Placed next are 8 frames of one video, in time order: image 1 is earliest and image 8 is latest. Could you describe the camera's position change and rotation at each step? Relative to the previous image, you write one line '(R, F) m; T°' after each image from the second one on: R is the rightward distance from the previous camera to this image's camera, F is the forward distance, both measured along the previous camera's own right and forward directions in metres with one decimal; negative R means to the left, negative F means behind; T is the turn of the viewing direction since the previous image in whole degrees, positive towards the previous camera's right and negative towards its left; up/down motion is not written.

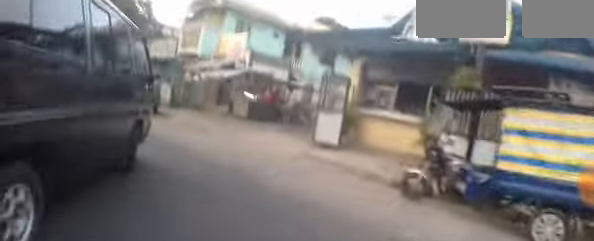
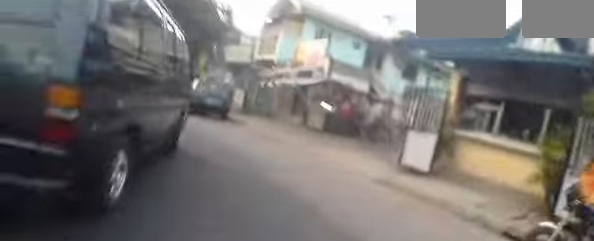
(0.0, +1.7) m; -2°
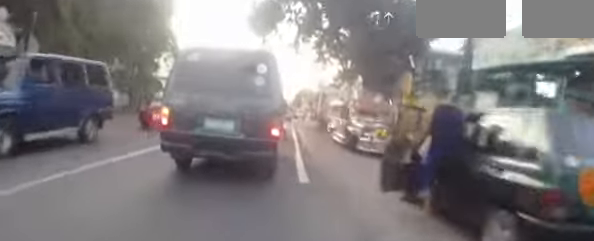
(-3.6, +13.4) m; -24°
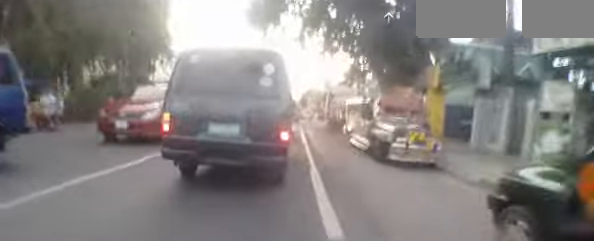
(-0.1, +2.3) m; -2°
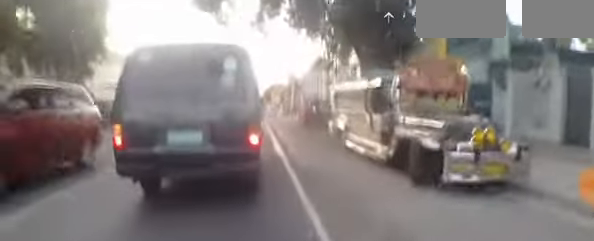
(-0.2, +3.4) m; -1°
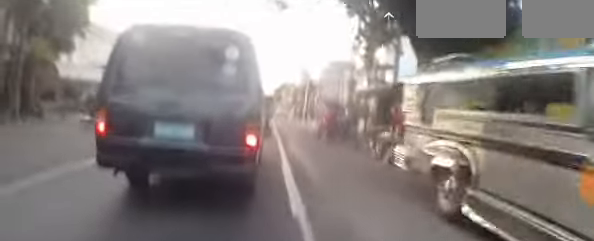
(+0.2, +4.7) m; +3°
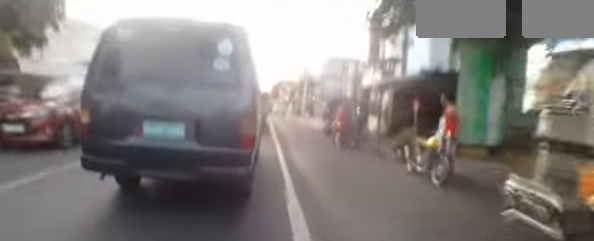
(+0.1, +2.5) m; -1°
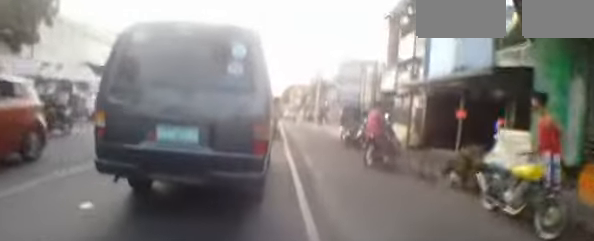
(-0.2, +2.2) m; +1°
